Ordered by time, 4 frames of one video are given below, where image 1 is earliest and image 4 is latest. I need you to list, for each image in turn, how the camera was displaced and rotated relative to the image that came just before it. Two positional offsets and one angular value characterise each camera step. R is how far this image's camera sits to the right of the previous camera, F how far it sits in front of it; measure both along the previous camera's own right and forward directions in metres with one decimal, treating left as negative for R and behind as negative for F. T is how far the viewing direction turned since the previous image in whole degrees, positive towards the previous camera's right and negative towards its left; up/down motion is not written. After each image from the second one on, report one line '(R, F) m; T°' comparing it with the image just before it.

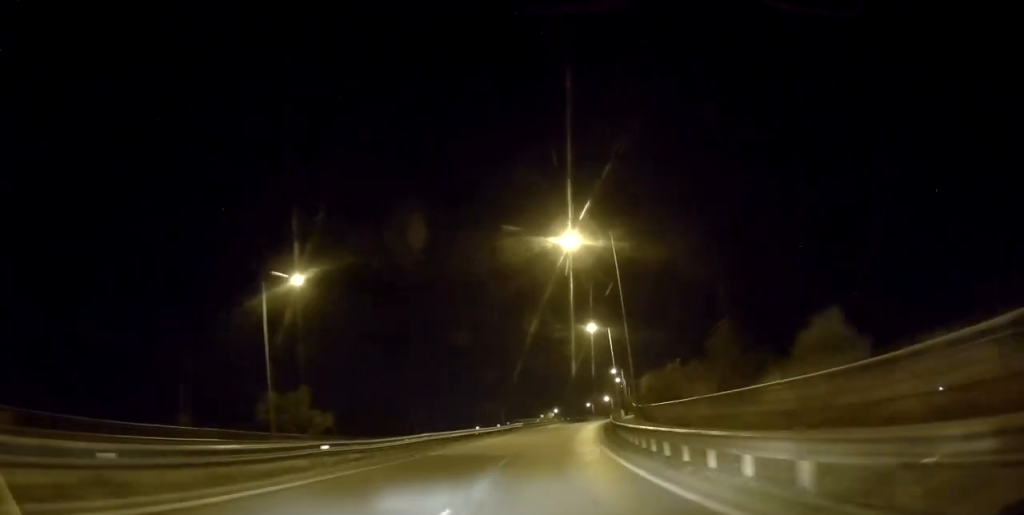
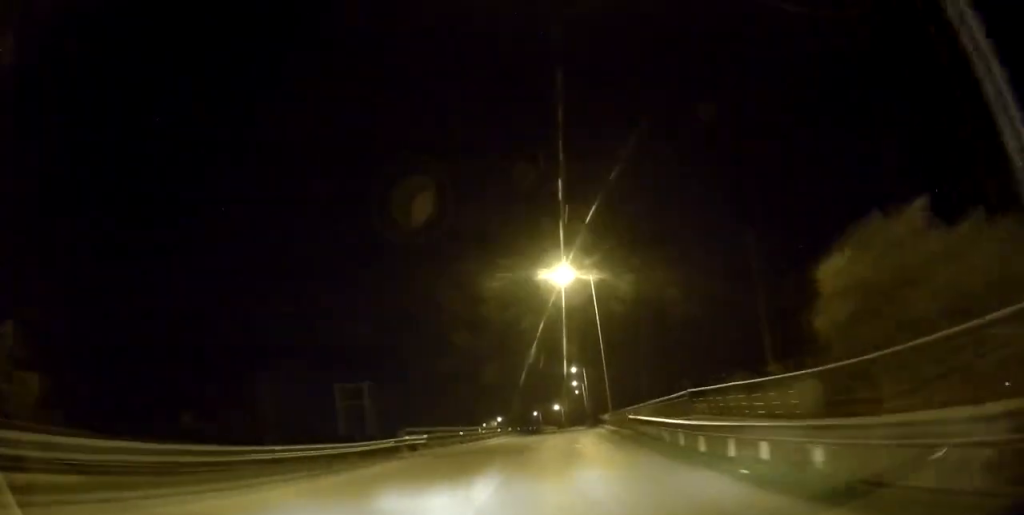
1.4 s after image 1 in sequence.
(+1.5, +31.9) m; +5°
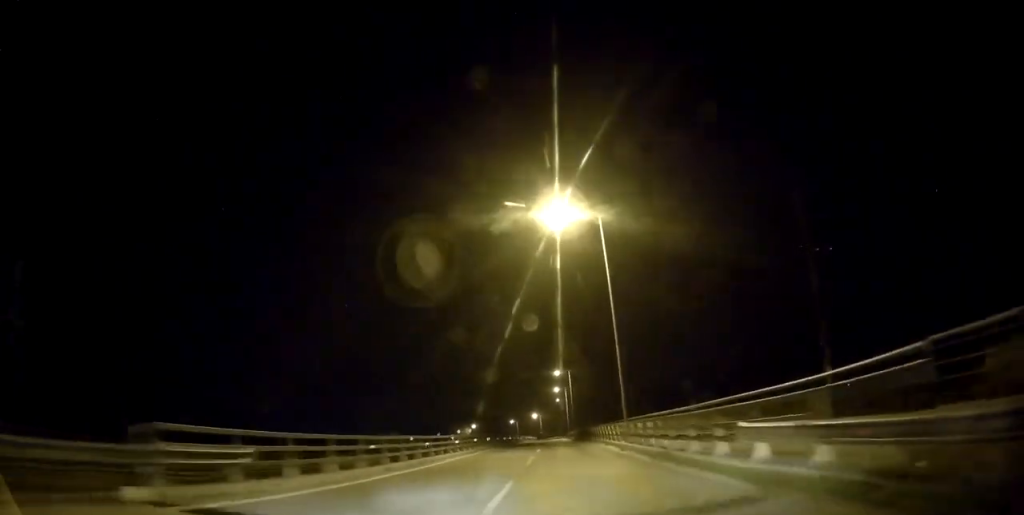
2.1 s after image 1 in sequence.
(+0.3, +15.2) m; +1°
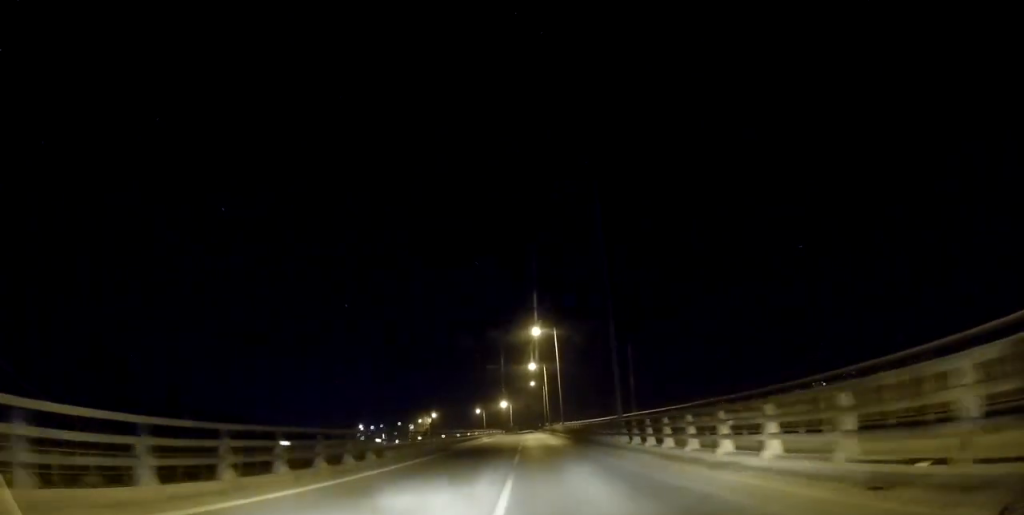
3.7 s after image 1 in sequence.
(+1.1, +37.6) m; +3°
